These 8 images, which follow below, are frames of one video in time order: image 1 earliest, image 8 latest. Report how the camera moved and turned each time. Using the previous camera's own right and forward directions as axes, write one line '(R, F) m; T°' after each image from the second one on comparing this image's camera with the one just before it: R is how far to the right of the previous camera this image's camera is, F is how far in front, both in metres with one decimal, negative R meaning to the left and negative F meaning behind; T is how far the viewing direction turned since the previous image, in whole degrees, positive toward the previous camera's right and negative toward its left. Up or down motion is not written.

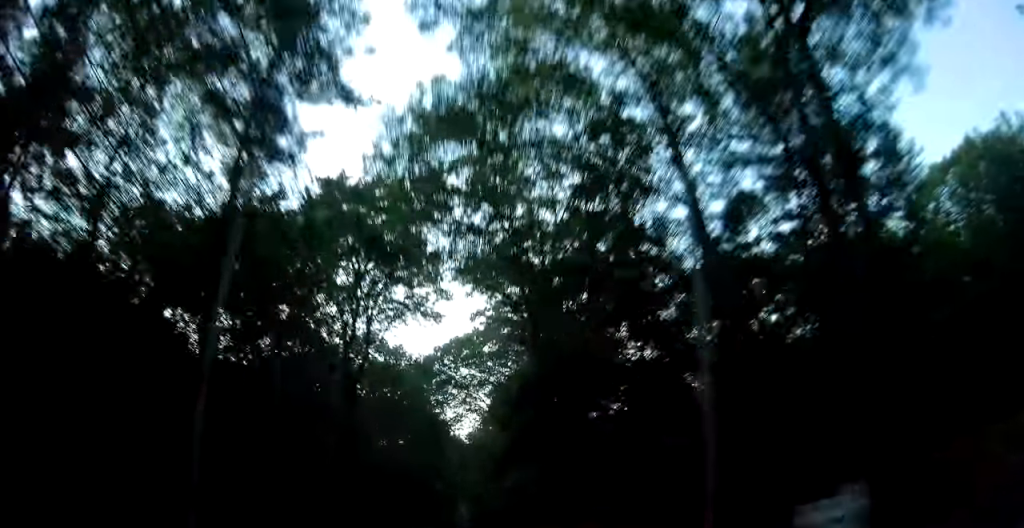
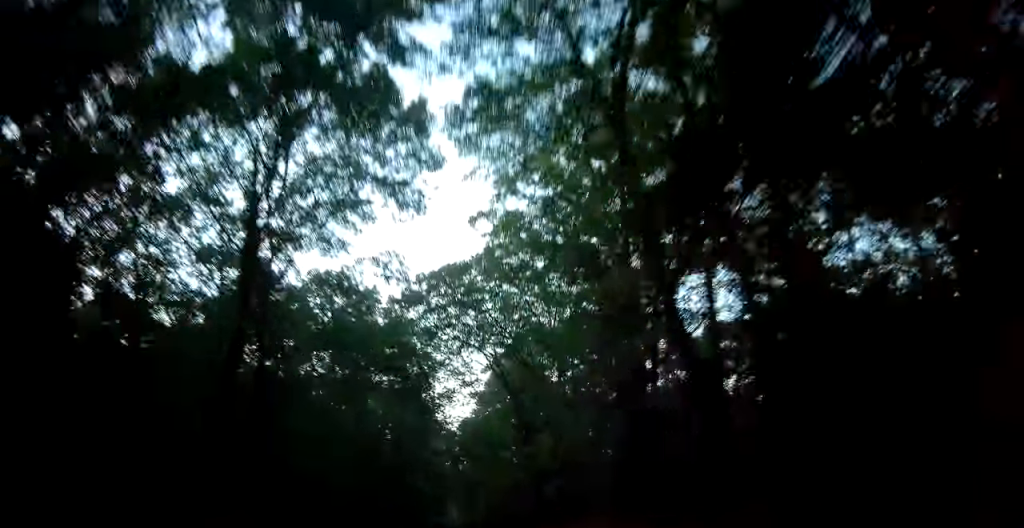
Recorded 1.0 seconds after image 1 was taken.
(+0.2, +15.5) m; +1°
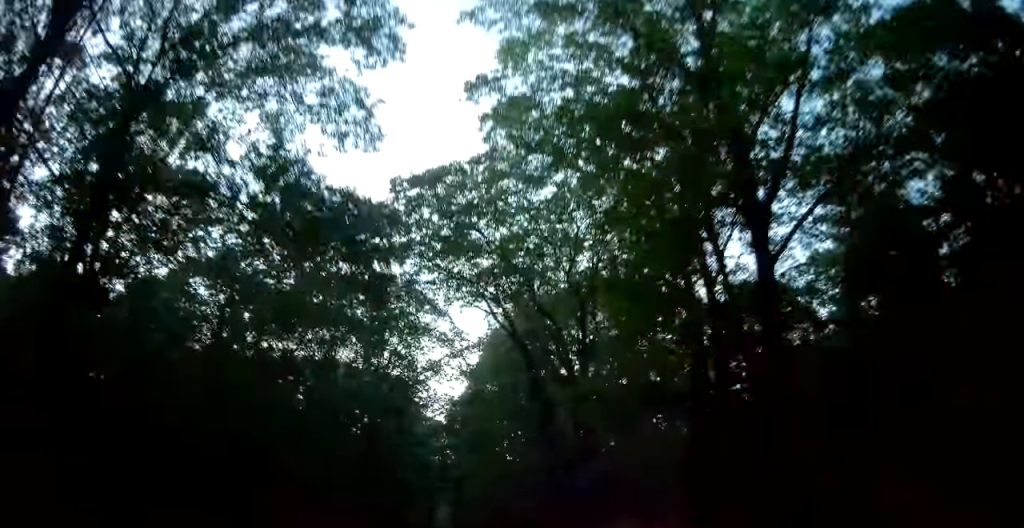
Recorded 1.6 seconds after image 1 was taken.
(+0.1, +10.8) m; 0°
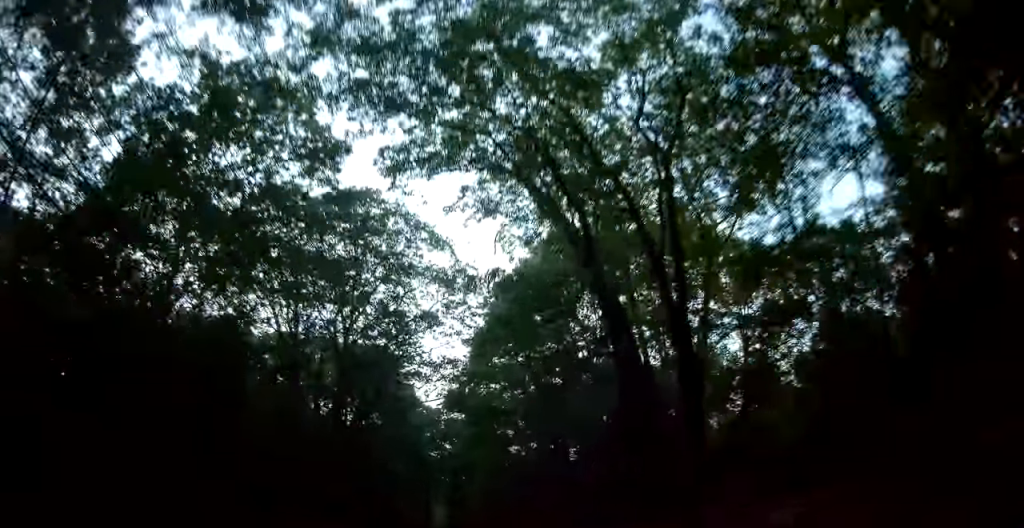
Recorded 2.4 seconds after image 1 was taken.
(-0.1, +13.1) m; +1°
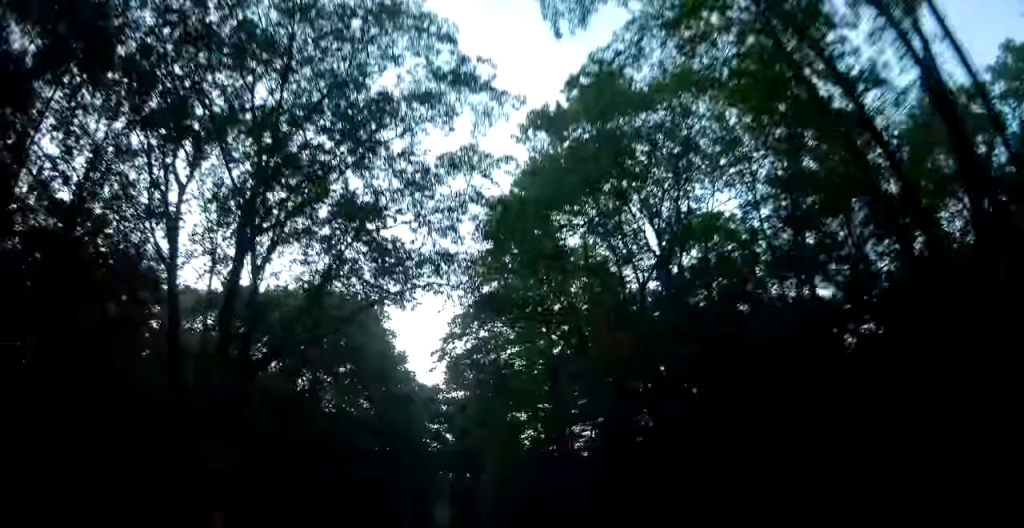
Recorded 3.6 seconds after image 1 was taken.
(+0.3, +18.7) m; +1°
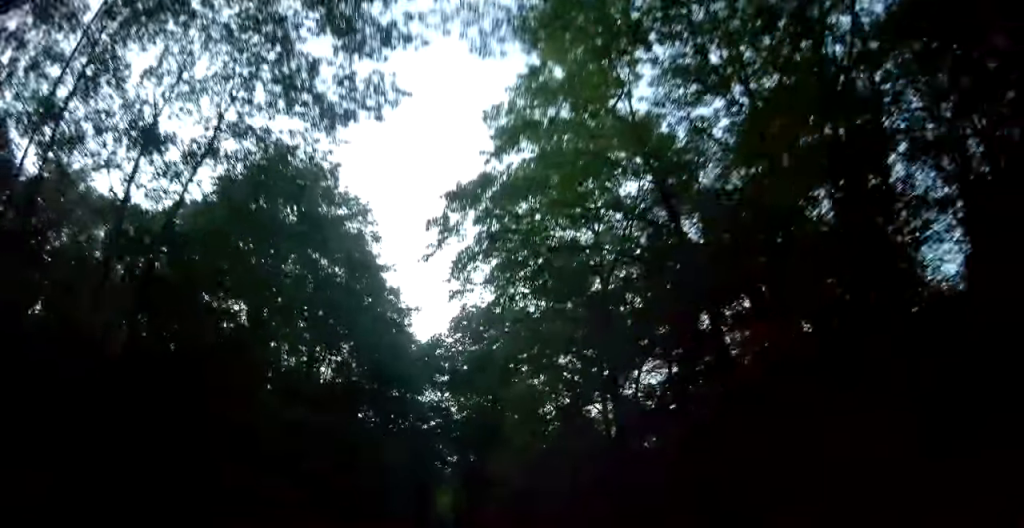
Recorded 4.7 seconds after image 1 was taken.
(0.0, +16.0) m; 0°
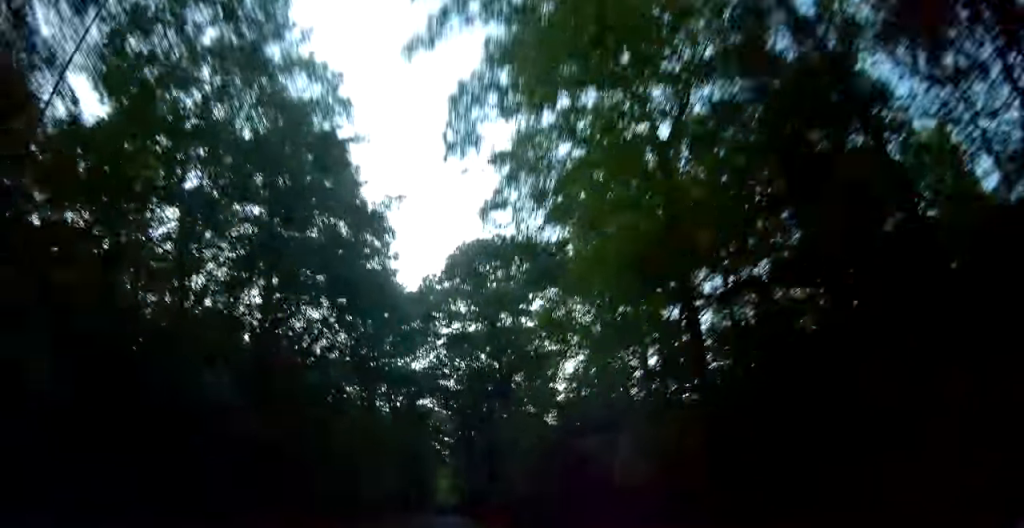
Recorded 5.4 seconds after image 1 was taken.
(0.0, +11.1) m; 0°
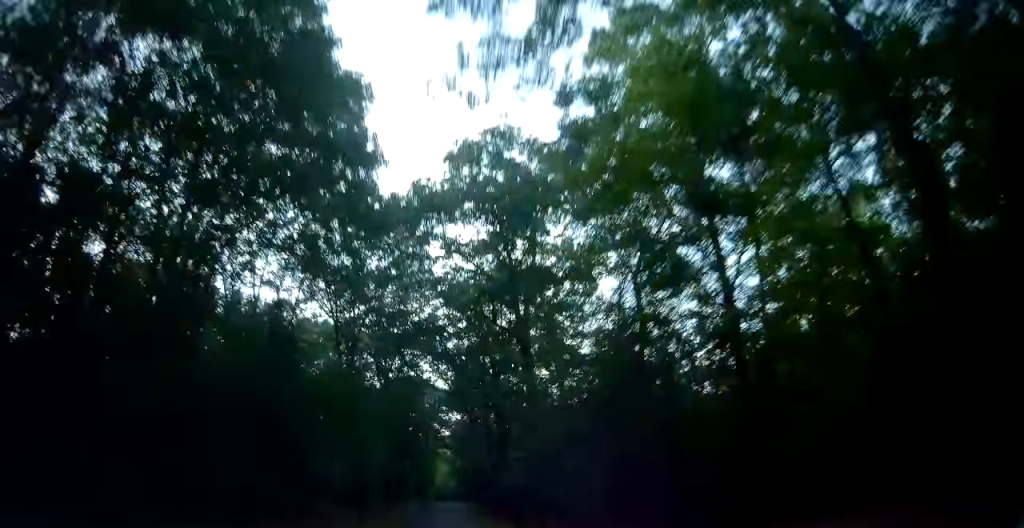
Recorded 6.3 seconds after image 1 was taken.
(-0.1, +11.9) m; 0°
